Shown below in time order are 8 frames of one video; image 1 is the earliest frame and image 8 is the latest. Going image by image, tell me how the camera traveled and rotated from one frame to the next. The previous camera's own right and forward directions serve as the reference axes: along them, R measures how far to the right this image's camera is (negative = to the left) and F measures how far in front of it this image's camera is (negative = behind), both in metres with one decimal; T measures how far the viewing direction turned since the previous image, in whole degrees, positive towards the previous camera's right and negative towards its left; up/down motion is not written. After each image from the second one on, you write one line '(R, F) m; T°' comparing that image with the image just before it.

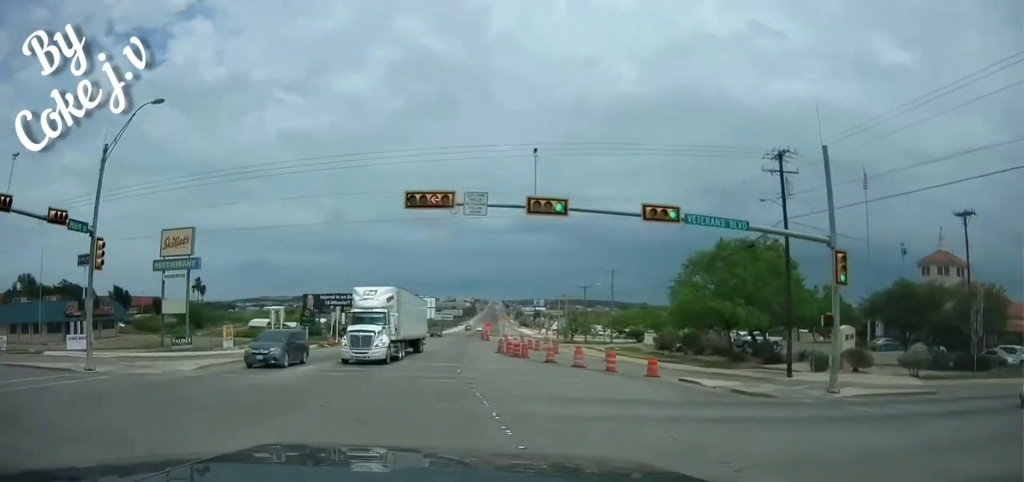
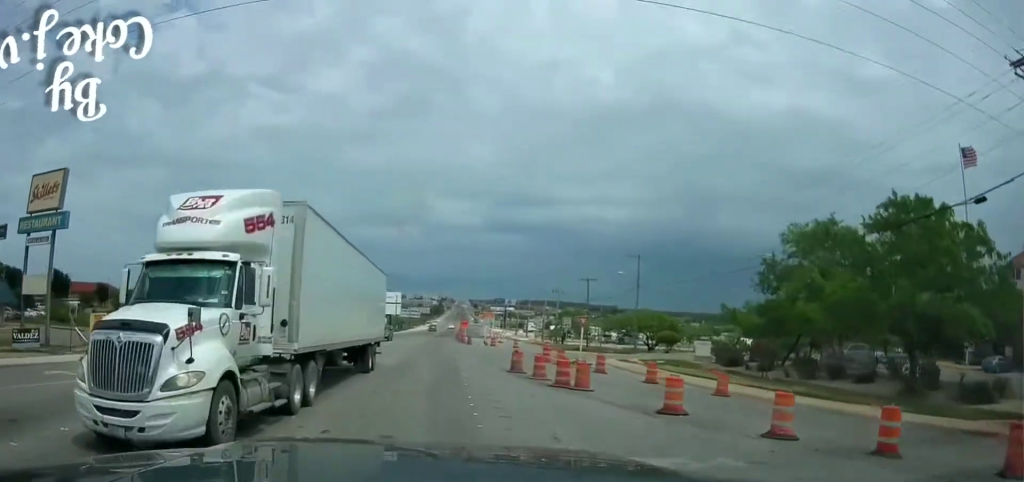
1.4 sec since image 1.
(+0.3, +21.7) m; +2°
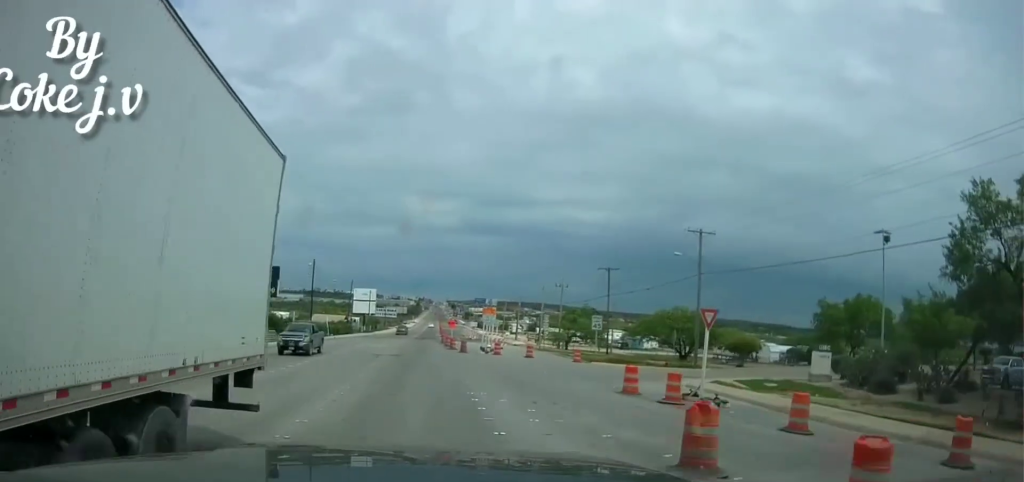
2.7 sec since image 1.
(0.0, +18.9) m; 0°
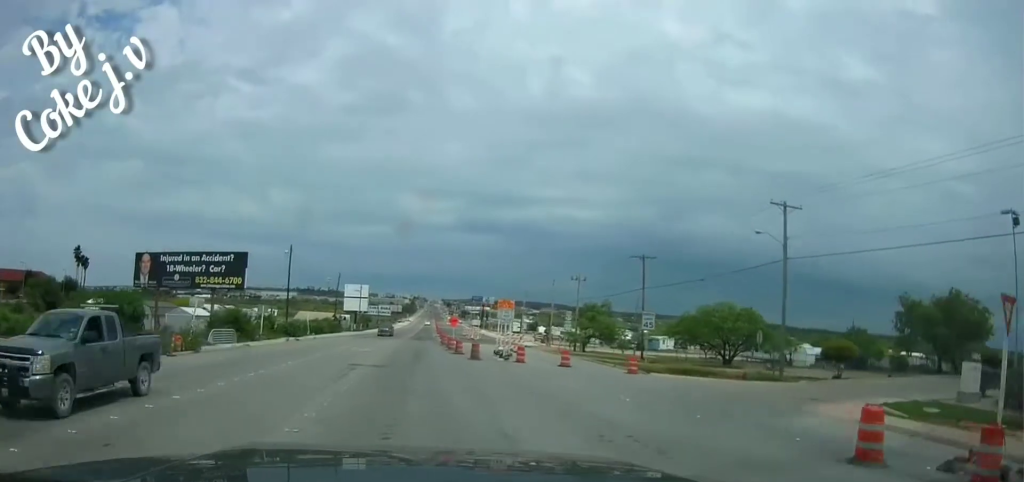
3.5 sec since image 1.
(+0.1, +12.3) m; 0°
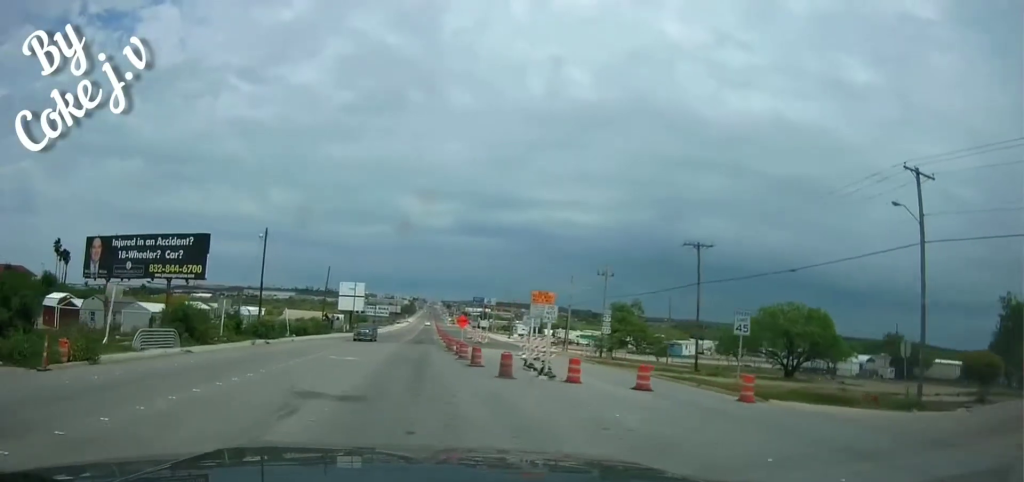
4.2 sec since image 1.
(-0.1, +11.7) m; 0°
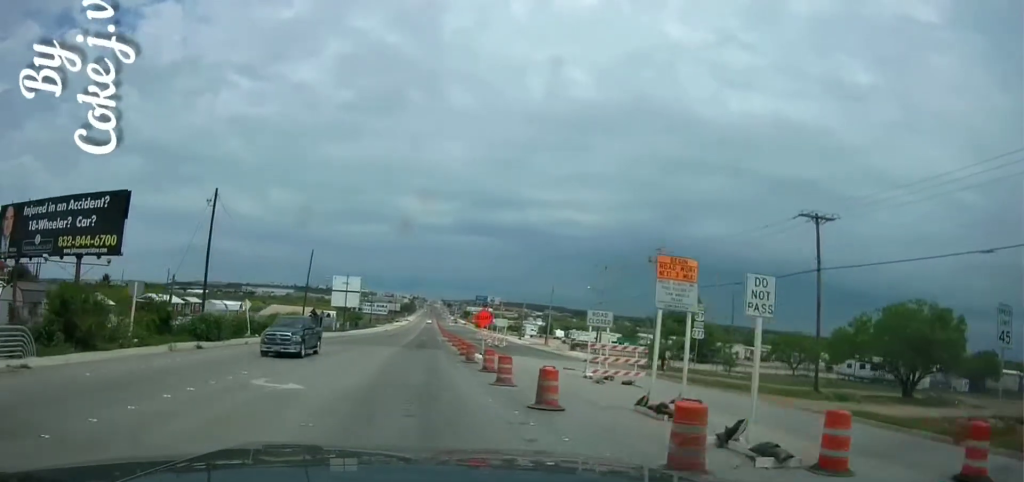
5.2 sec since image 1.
(+0.1, +15.0) m; +2°
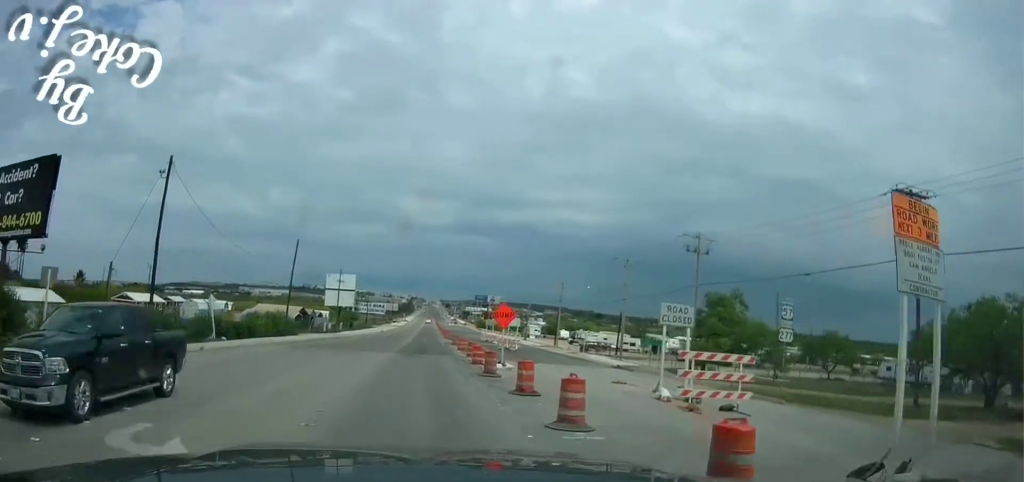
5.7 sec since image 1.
(+0.2, +8.4) m; 0°
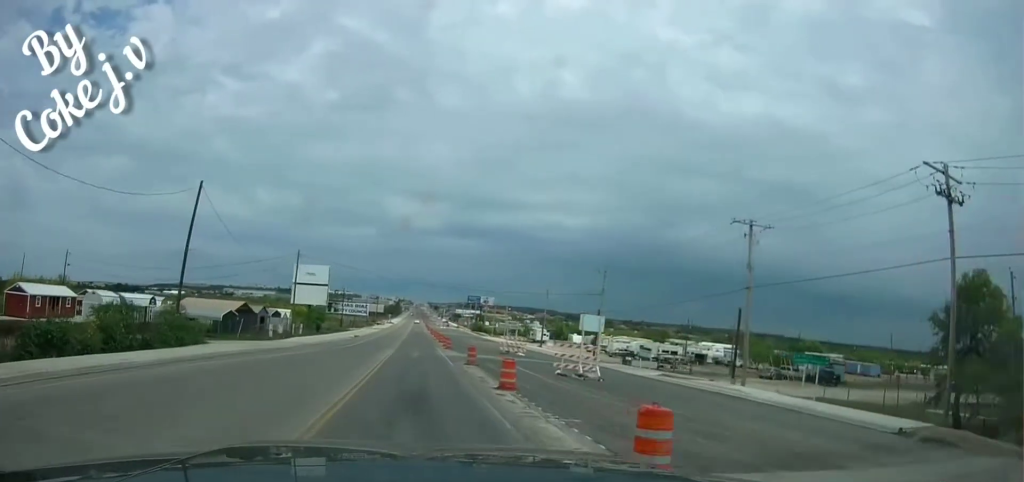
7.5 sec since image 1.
(-0.2, +28.0) m; 0°
